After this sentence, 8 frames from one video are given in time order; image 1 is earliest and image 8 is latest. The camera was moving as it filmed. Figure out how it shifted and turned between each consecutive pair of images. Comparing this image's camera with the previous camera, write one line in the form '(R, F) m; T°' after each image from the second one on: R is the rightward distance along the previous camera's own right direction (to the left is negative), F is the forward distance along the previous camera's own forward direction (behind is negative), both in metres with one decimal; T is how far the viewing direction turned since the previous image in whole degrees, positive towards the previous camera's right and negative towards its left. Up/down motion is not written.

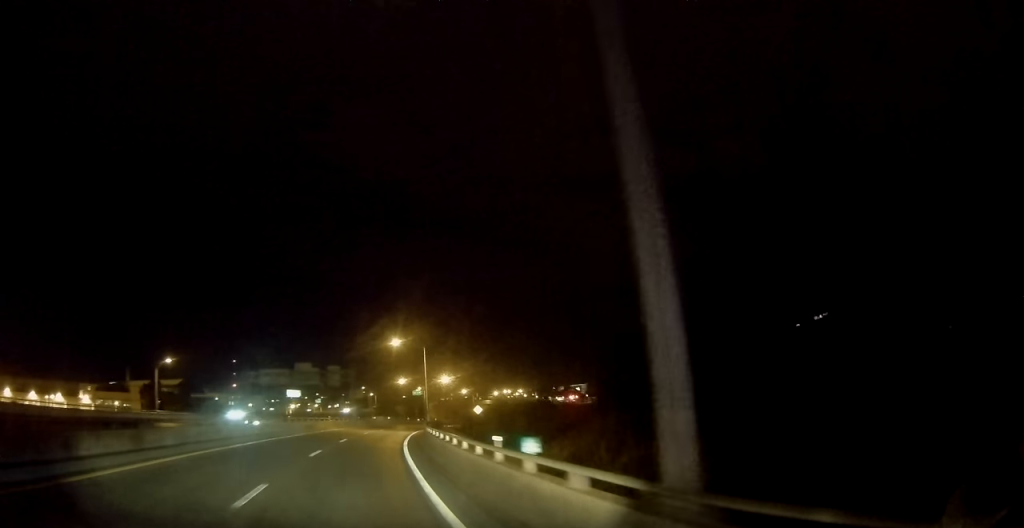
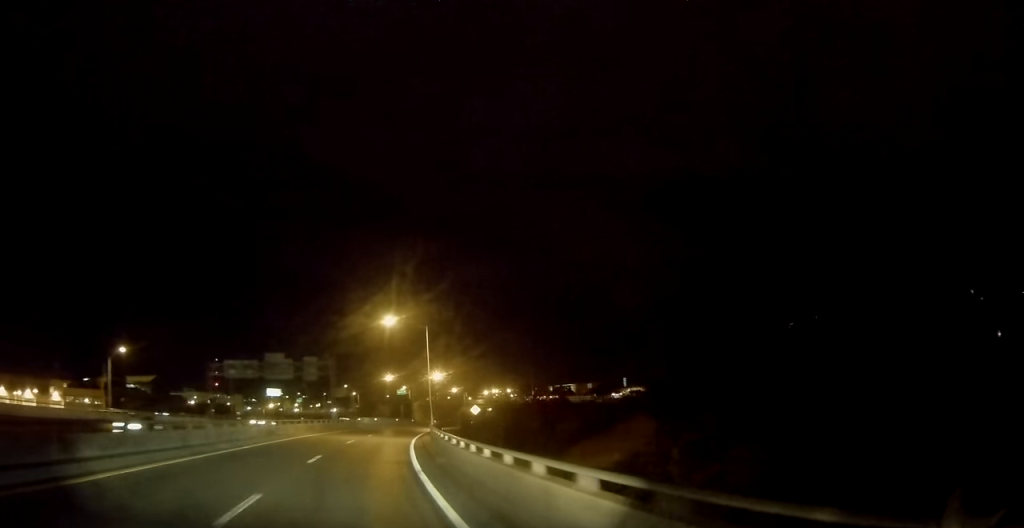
(-0.1, +14.1) m; +1°
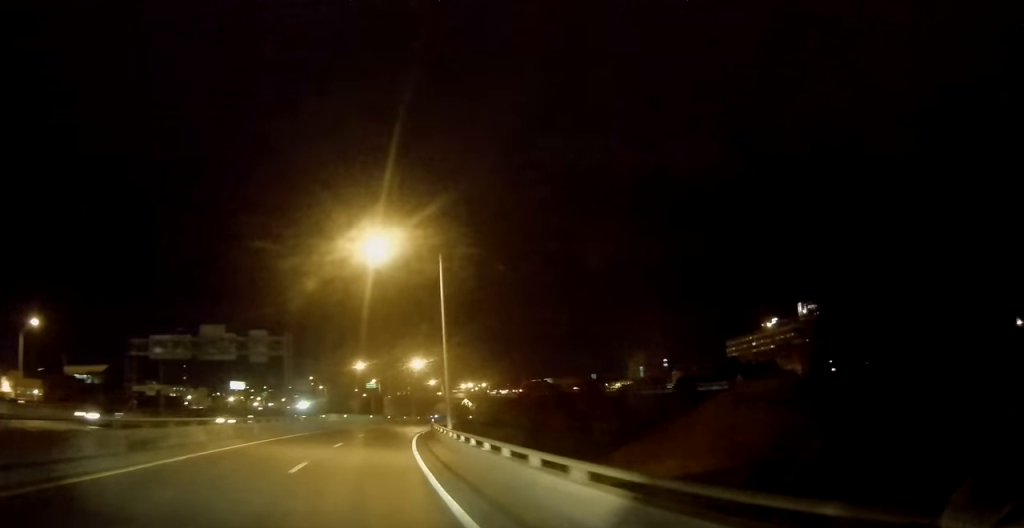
(+0.5, +18.2) m; +3°
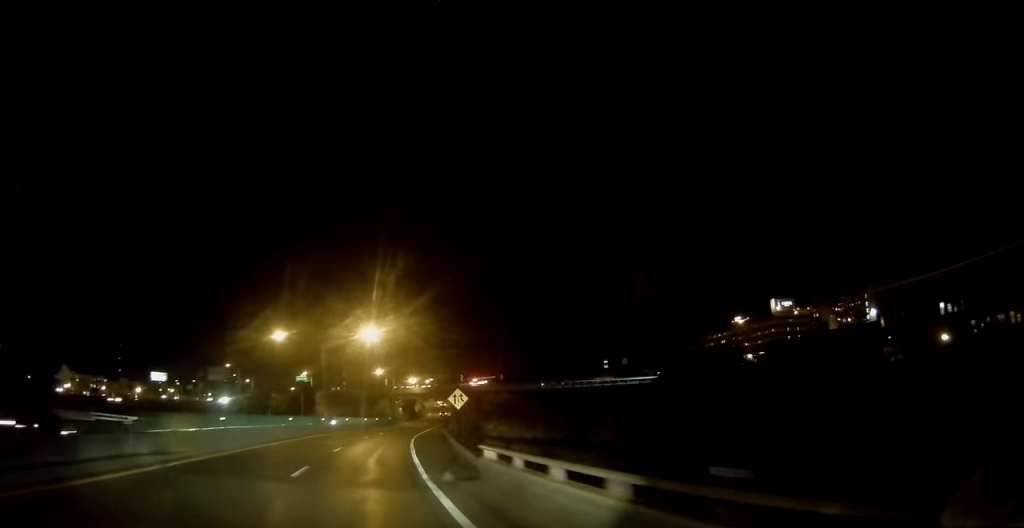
(+2.1, +35.4) m; +7°
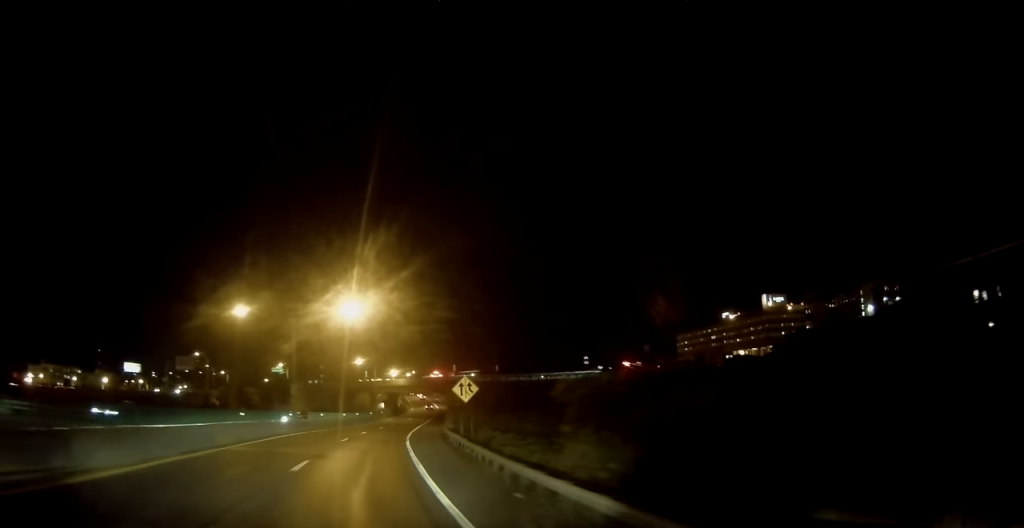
(+0.2, +11.1) m; +2°
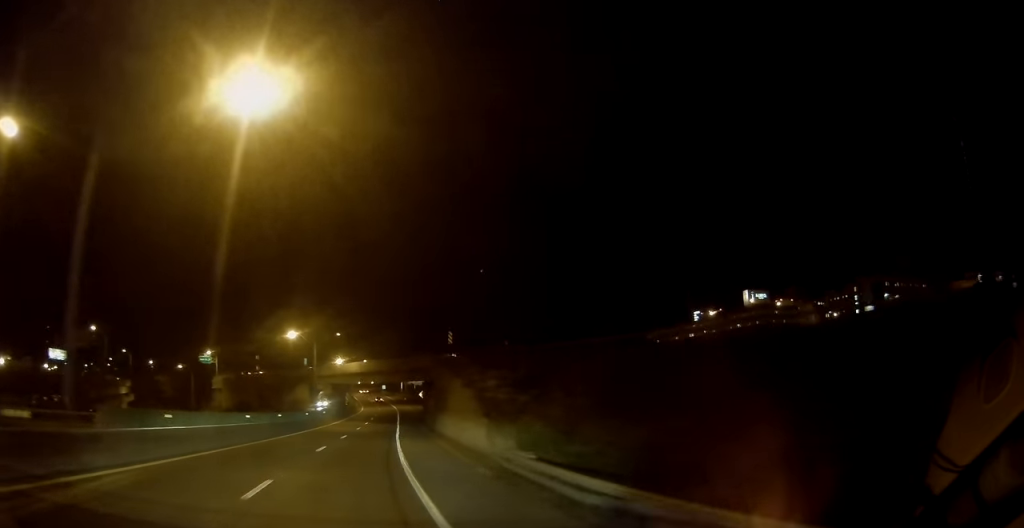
(+2.0, +32.9) m; +6°
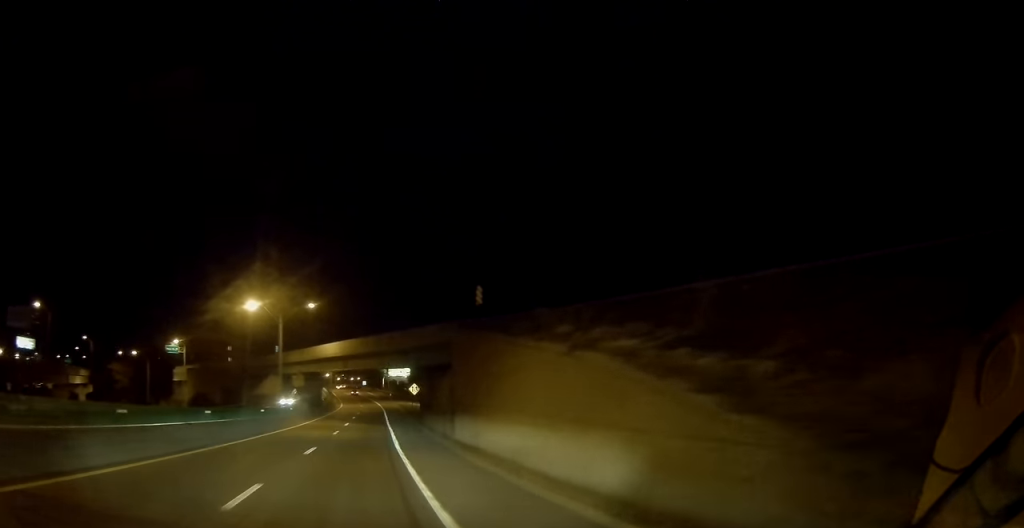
(+0.4, +15.7) m; +2°
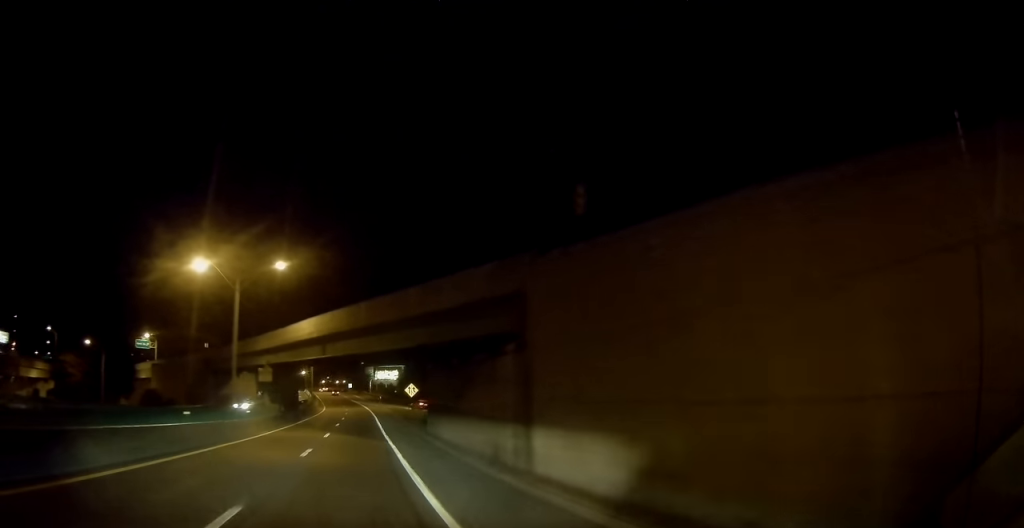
(+0.2, +14.4) m; +2°
